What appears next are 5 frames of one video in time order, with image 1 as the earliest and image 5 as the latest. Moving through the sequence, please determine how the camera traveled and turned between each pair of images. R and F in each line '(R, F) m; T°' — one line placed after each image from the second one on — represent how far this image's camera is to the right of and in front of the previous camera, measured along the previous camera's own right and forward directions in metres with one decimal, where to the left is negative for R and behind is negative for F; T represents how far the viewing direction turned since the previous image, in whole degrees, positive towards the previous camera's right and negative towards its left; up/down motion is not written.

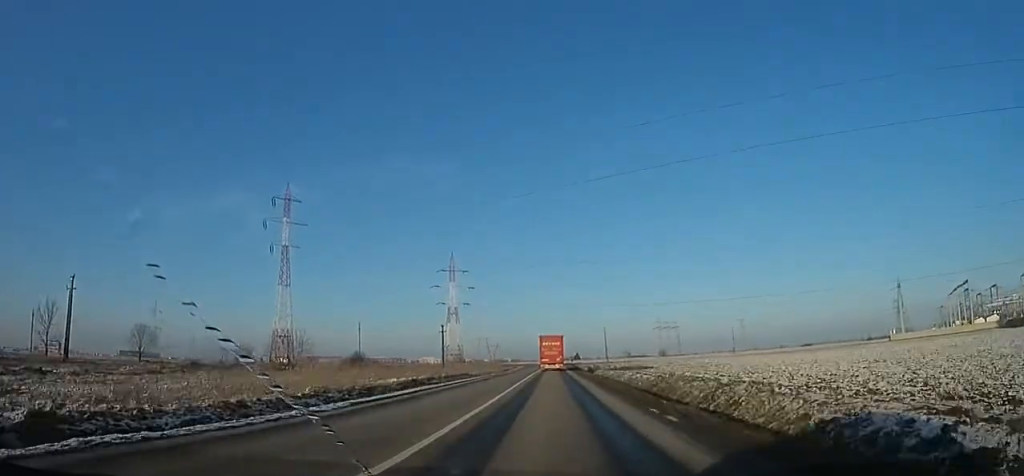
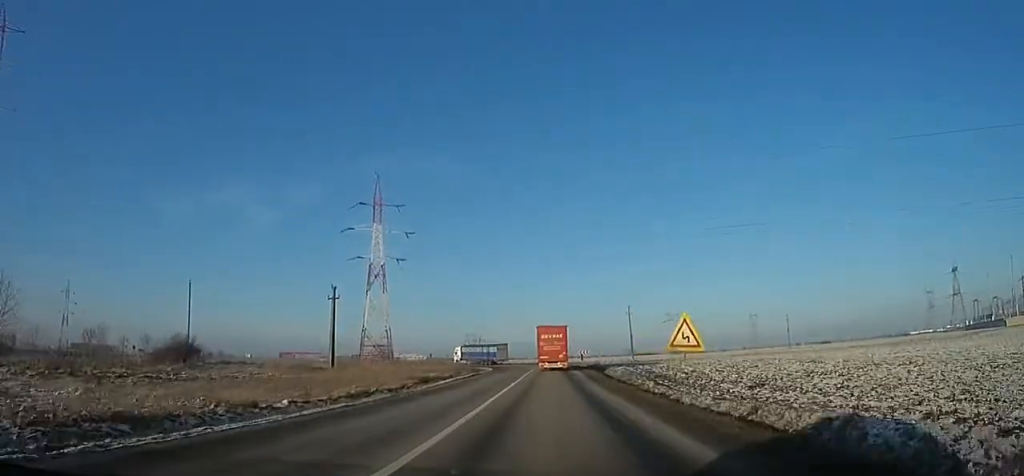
(0.0, +55.9) m; 0°
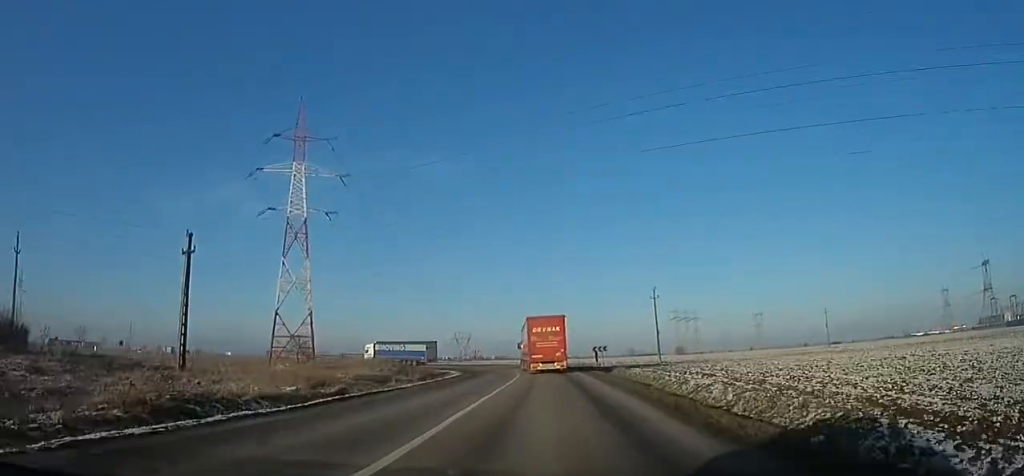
(+0.1, +26.5) m; -1°
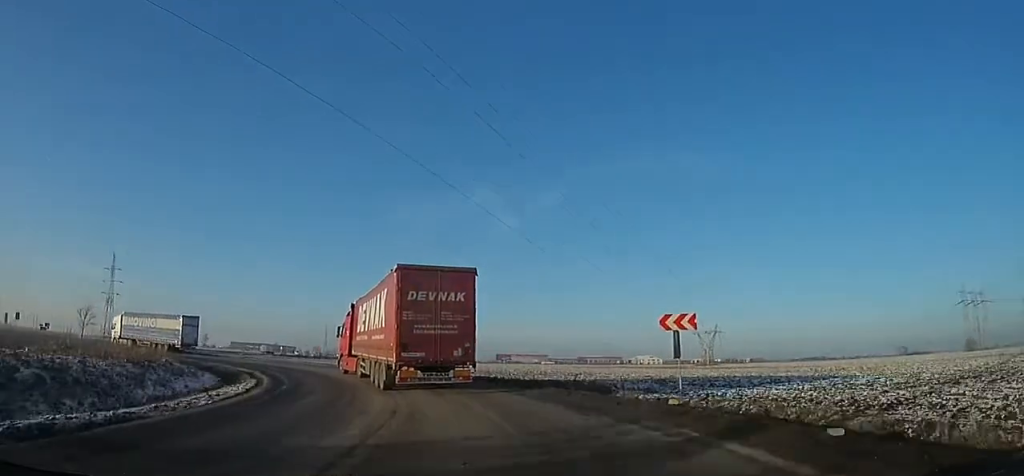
(-9.4, +78.5) m; -26°
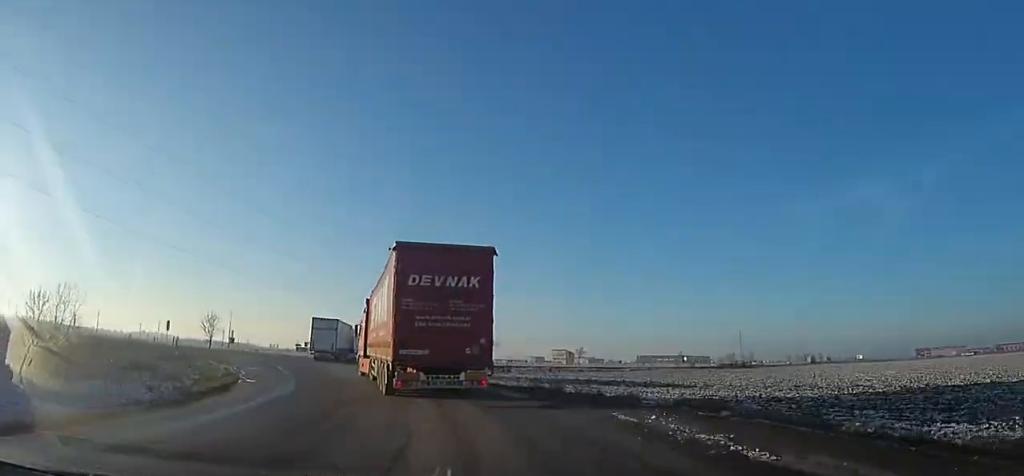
(-15.8, +37.0) m; -50°
